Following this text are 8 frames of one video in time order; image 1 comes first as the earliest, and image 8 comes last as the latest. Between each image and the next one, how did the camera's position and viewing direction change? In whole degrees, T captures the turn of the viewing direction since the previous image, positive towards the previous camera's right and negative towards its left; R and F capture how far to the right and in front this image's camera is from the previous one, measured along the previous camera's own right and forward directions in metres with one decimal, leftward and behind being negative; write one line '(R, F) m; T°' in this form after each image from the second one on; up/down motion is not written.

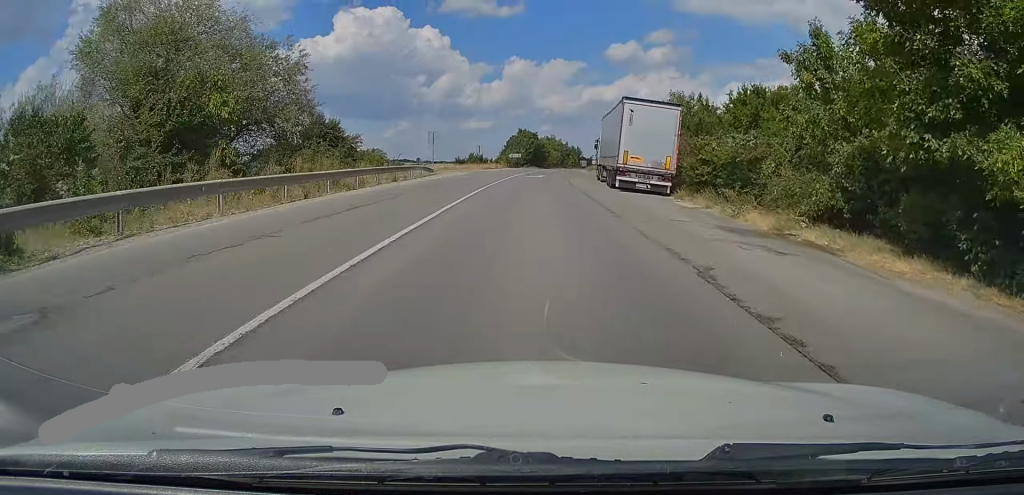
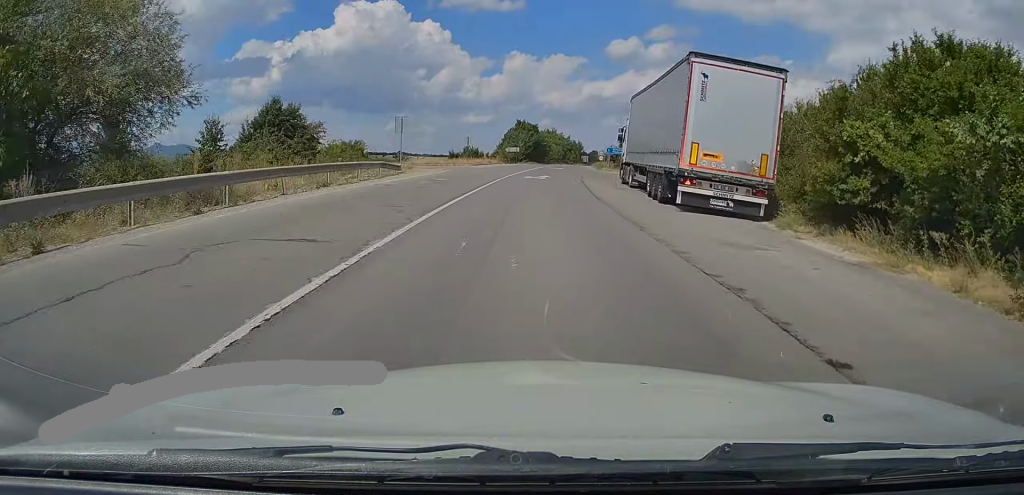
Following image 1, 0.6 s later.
(-0.1, +11.7) m; 0°
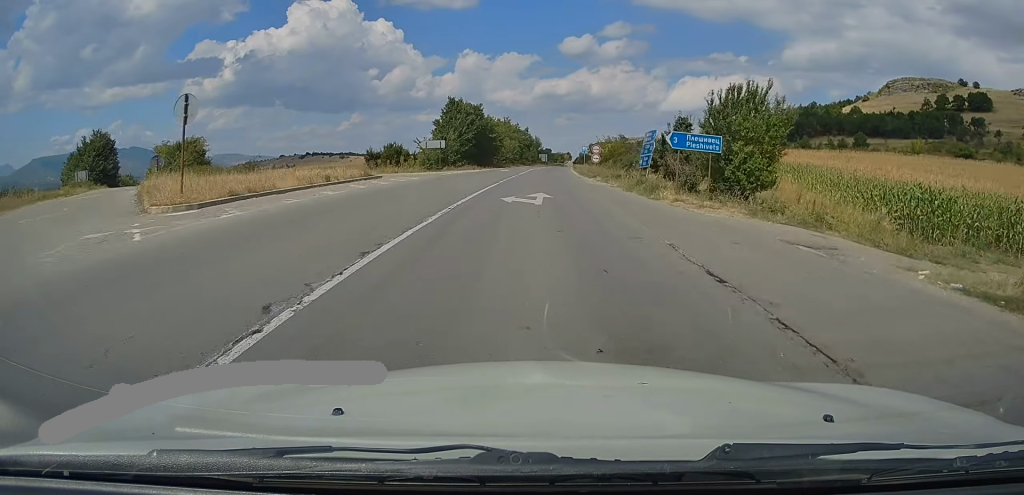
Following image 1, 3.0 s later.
(+0.3, +42.5) m; +2°
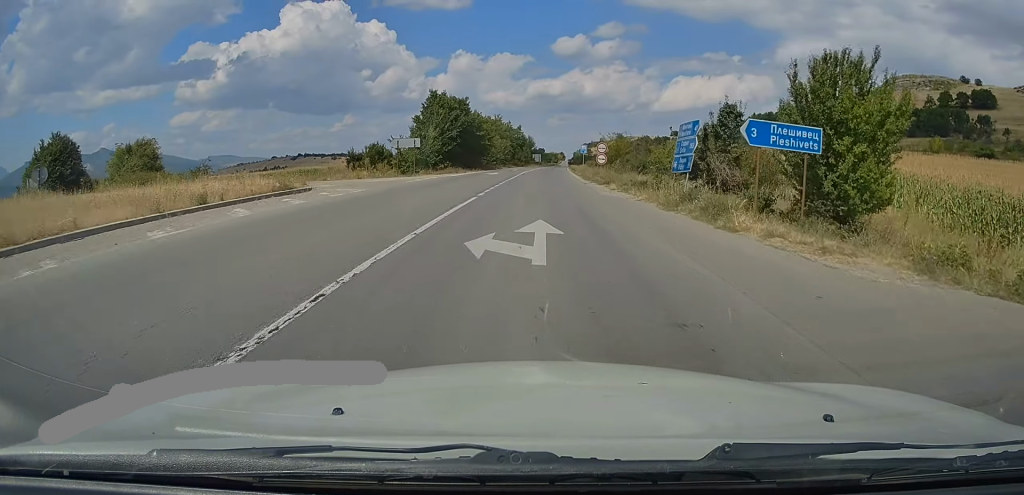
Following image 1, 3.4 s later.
(+0.1, +8.4) m; +1°
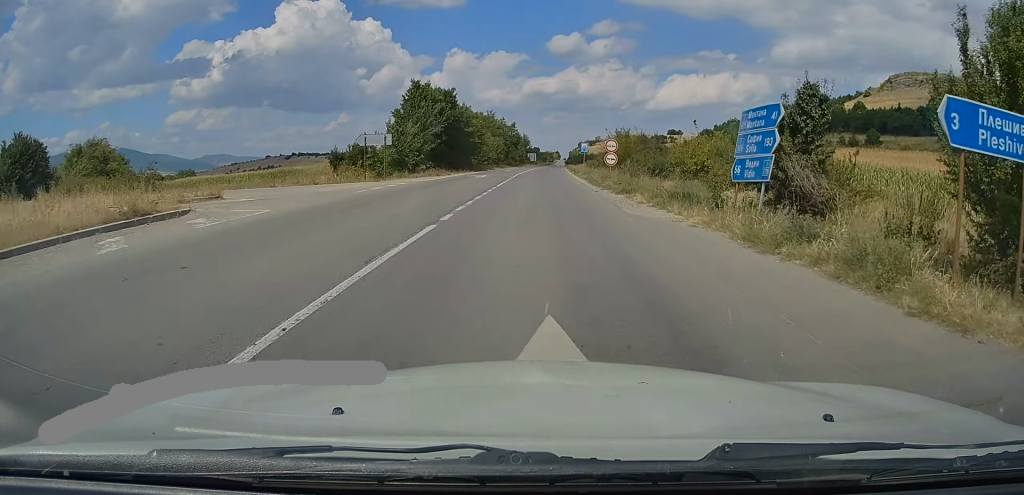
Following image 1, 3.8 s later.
(0.0, +7.2) m; +1°
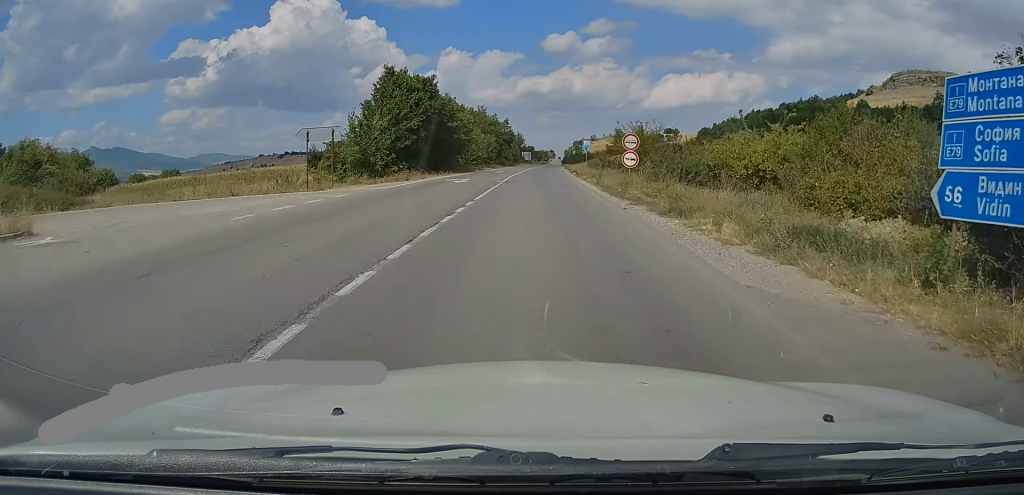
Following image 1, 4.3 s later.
(0.0, +8.4) m; +1°
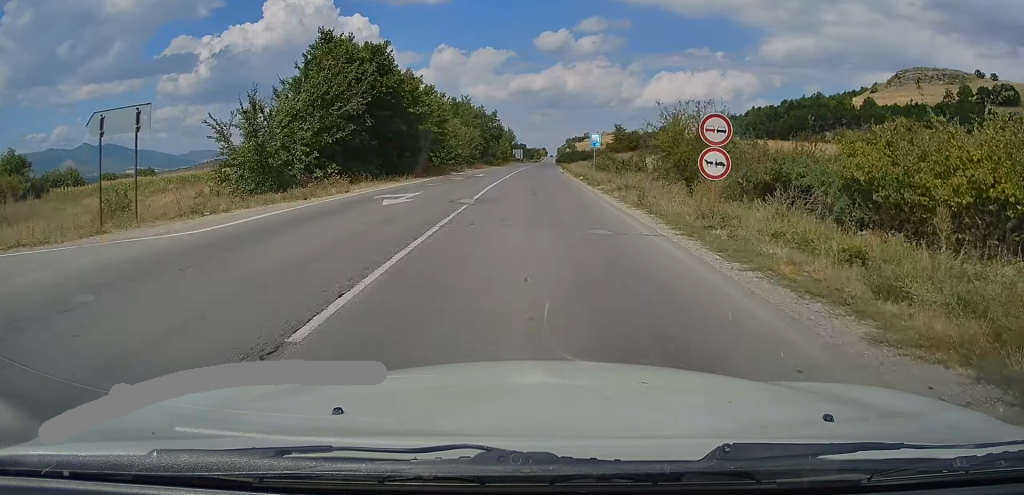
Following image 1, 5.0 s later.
(+0.3, +13.2) m; +1°
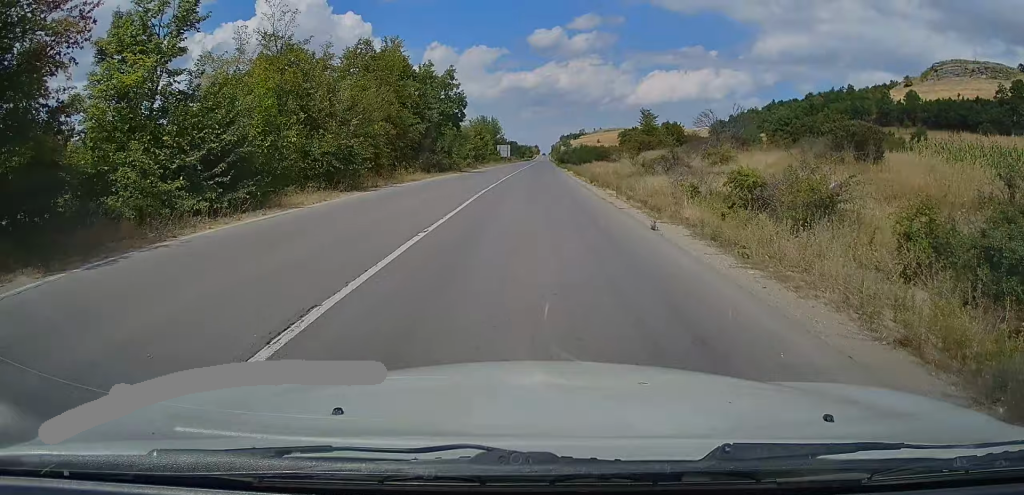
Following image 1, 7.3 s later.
(+0.6, +40.8) m; +1°
